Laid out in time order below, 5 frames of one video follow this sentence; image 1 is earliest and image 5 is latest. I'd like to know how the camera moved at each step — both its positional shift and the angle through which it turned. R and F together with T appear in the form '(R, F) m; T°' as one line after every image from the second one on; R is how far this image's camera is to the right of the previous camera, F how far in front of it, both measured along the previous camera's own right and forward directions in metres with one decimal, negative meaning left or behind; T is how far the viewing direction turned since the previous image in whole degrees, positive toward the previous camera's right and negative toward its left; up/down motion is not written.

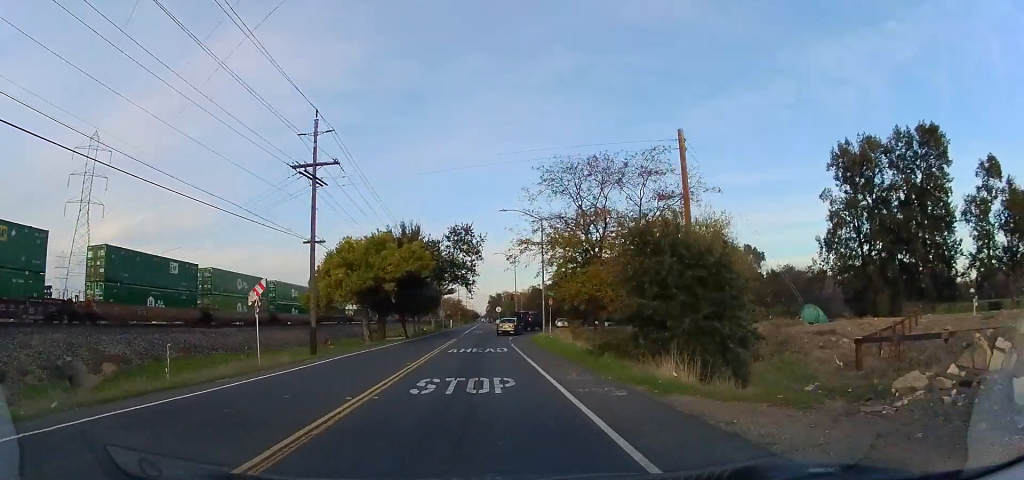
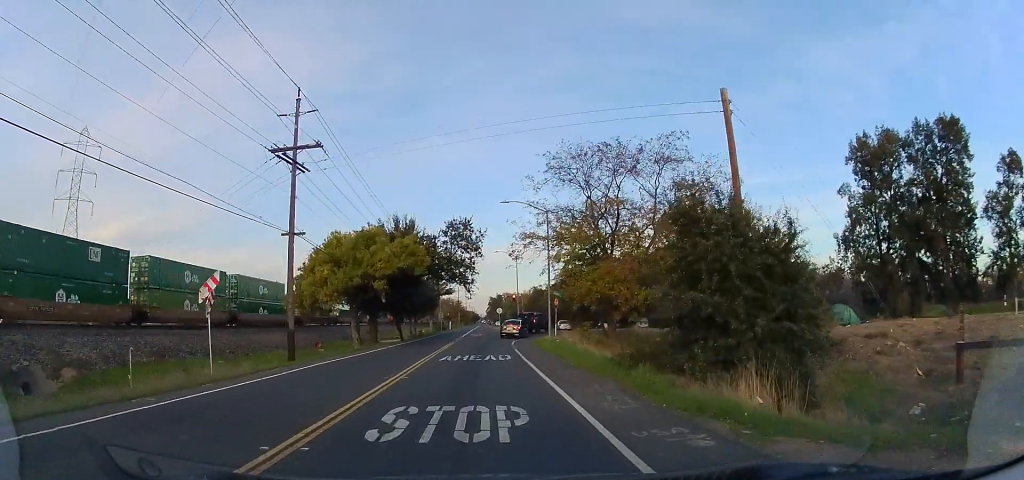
(0.0, +3.7) m; 0°
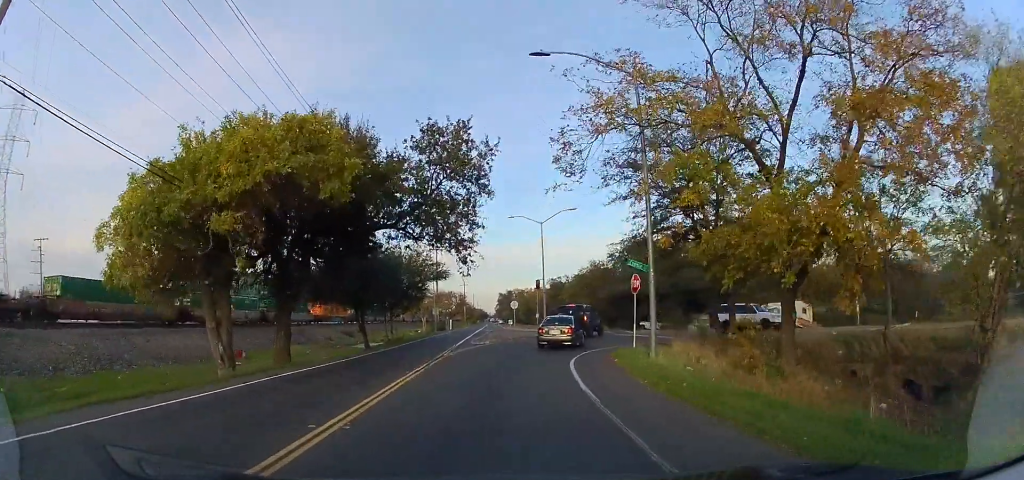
(+1.2, +21.5) m; +5°
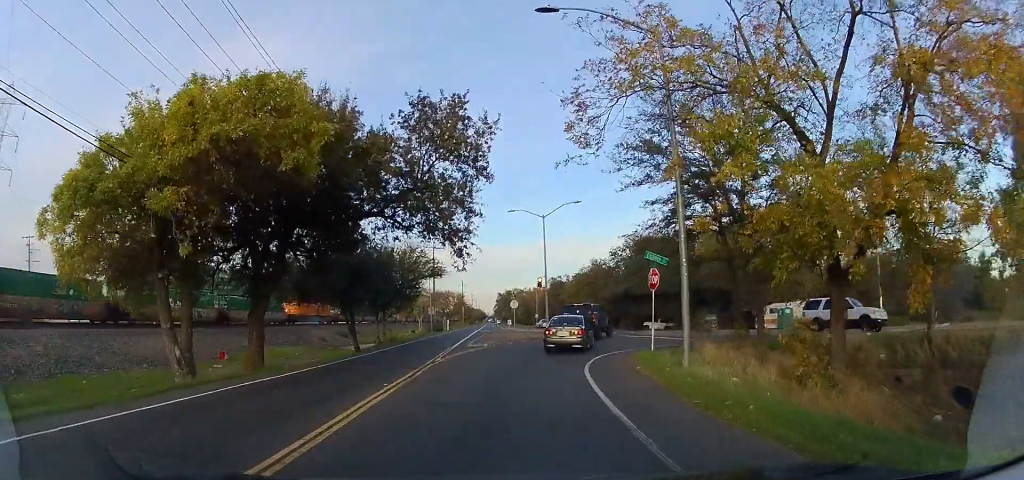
(0.0, +2.7) m; 0°
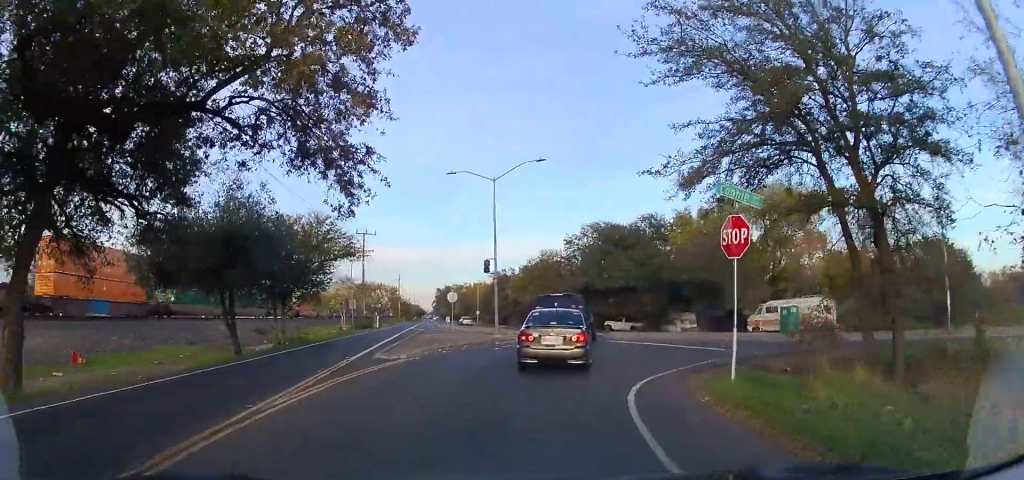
(0.0, +10.6) m; -2°
